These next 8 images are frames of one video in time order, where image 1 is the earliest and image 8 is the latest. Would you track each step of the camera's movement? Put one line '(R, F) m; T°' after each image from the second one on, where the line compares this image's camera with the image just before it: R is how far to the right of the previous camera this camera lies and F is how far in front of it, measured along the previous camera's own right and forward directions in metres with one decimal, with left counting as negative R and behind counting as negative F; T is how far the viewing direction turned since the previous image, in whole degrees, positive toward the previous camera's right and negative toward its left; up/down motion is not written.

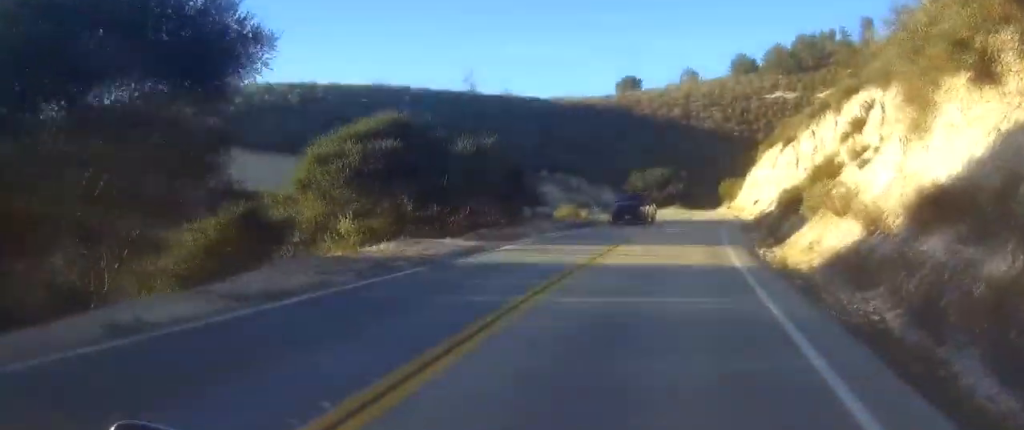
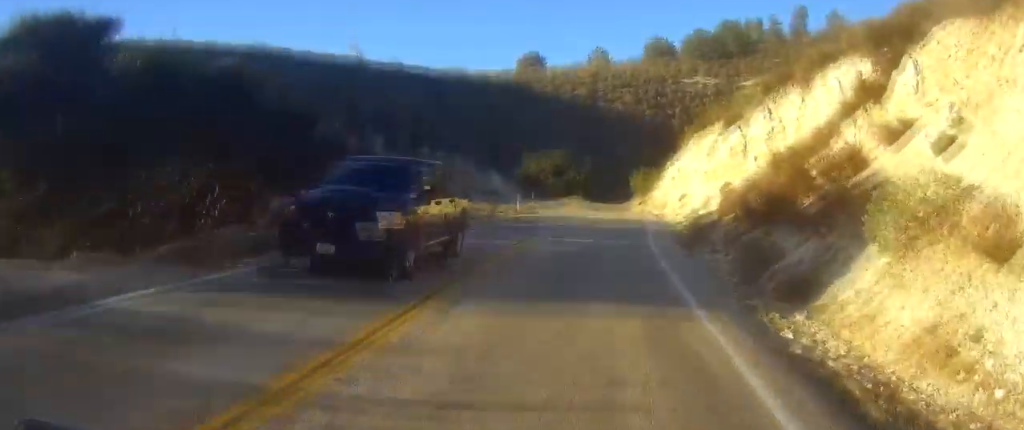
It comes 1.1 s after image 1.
(+1.5, +14.3) m; +8°
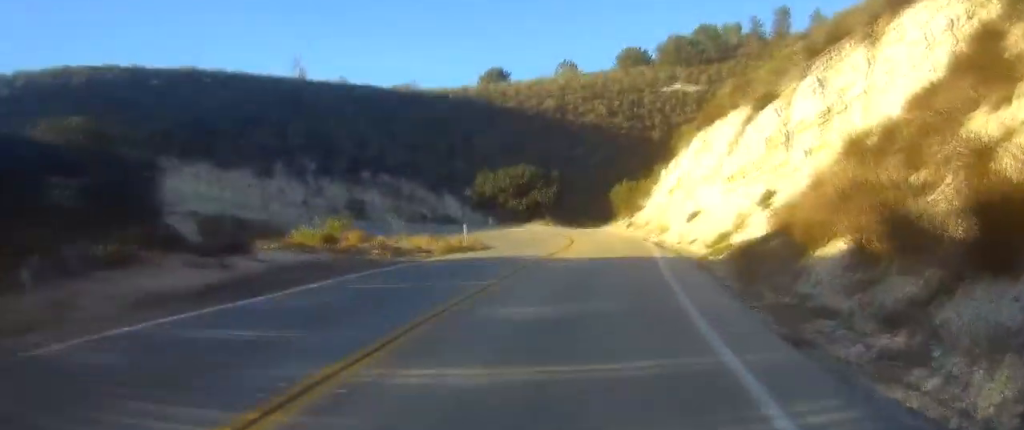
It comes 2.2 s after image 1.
(+0.6, +15.1) m; +2°
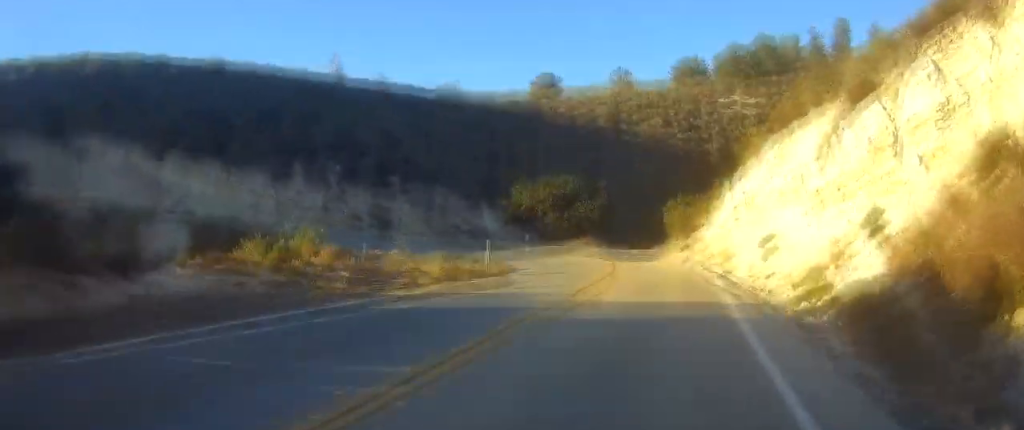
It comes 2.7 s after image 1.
(+0.1, +7.5) m; 0°
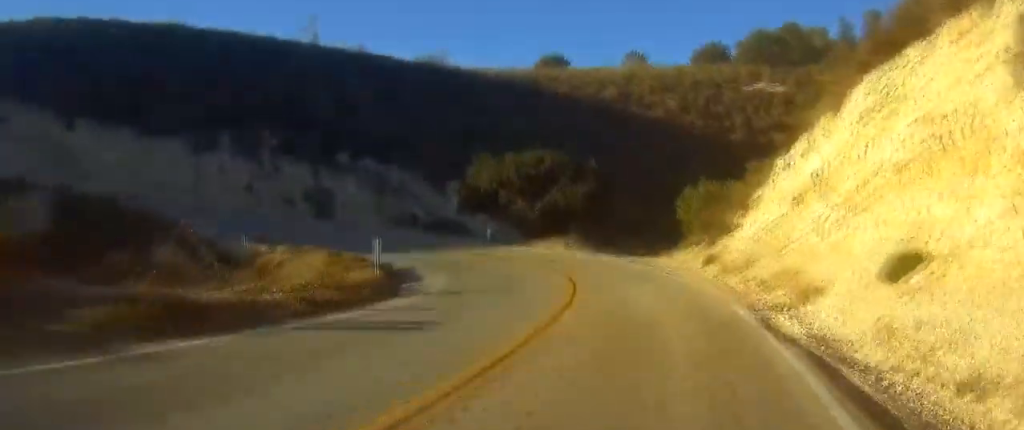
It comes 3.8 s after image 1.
(-0.1, +14.6) m; +3°
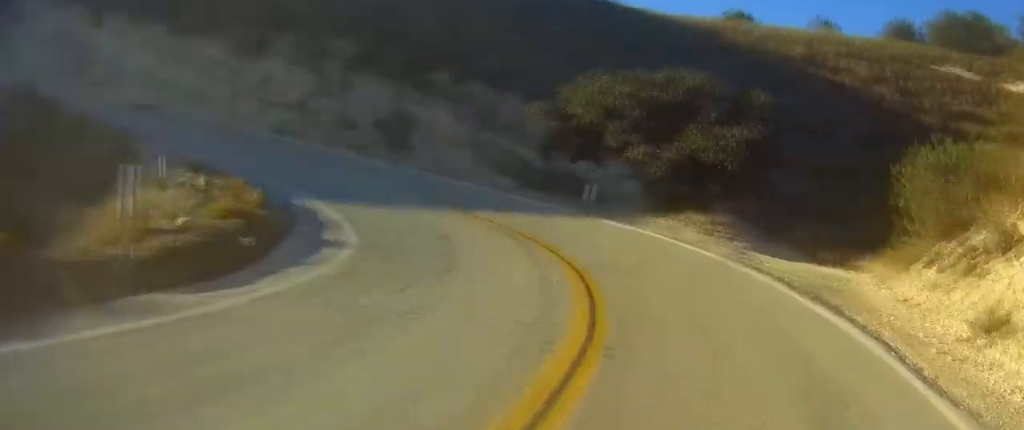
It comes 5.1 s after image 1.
(+0.4, +16.1) m; -8°
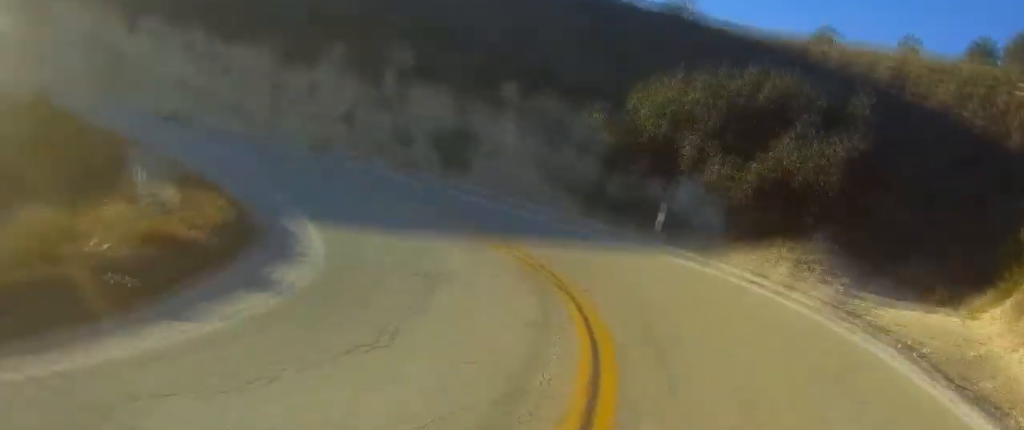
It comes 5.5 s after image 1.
(+0.2, +4.7) m; -7°
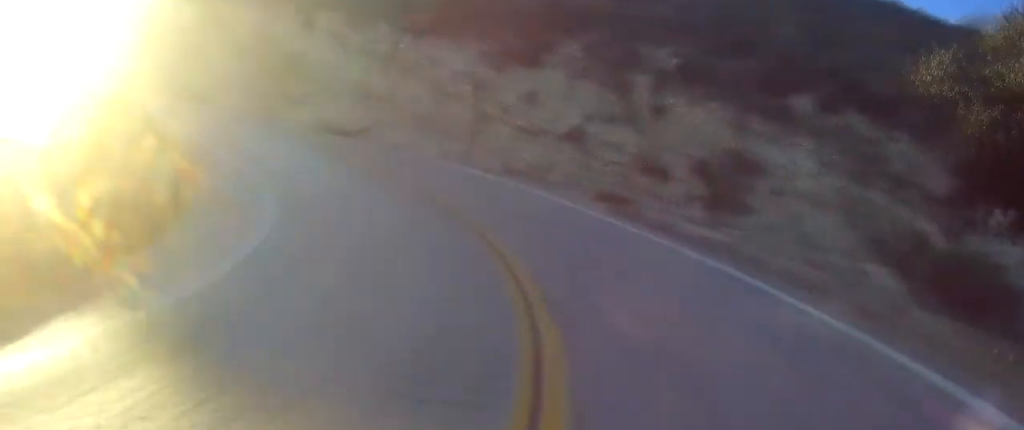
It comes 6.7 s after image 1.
(-3.1, +11.1) m; -35°
